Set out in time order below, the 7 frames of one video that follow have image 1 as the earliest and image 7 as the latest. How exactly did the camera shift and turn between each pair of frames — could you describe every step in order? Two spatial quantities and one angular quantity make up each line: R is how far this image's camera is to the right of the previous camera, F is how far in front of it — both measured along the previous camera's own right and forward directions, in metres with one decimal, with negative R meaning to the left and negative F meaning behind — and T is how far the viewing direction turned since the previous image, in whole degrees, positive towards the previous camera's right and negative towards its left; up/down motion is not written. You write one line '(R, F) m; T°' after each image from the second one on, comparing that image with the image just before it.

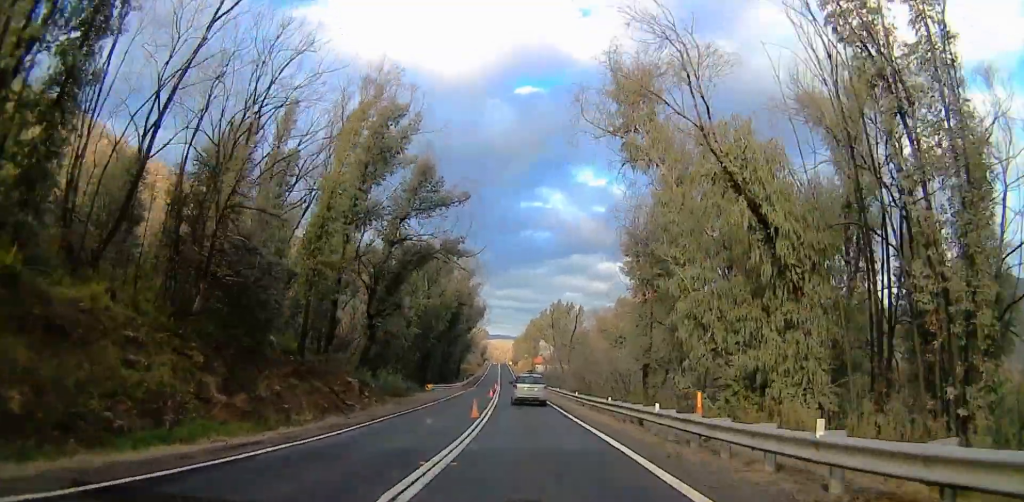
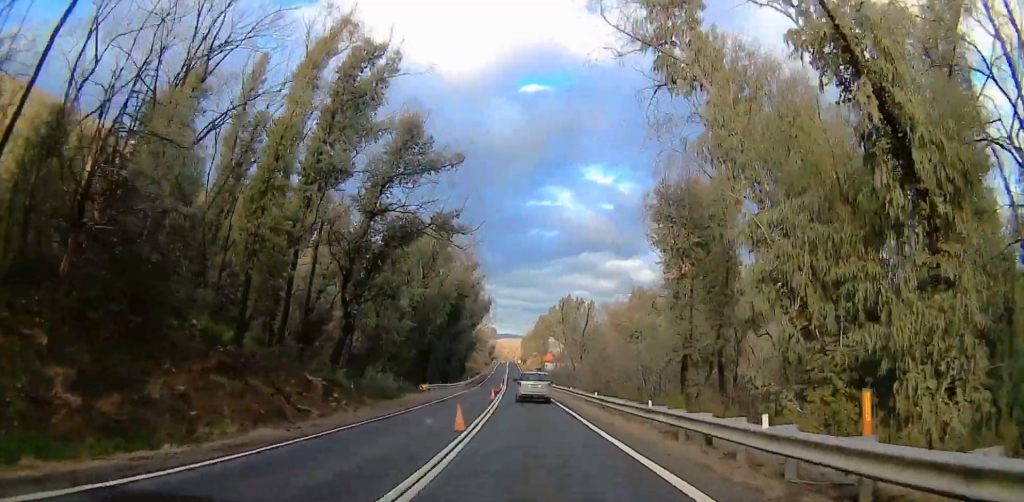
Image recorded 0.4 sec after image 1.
(0.0, +7.1) m; 0°
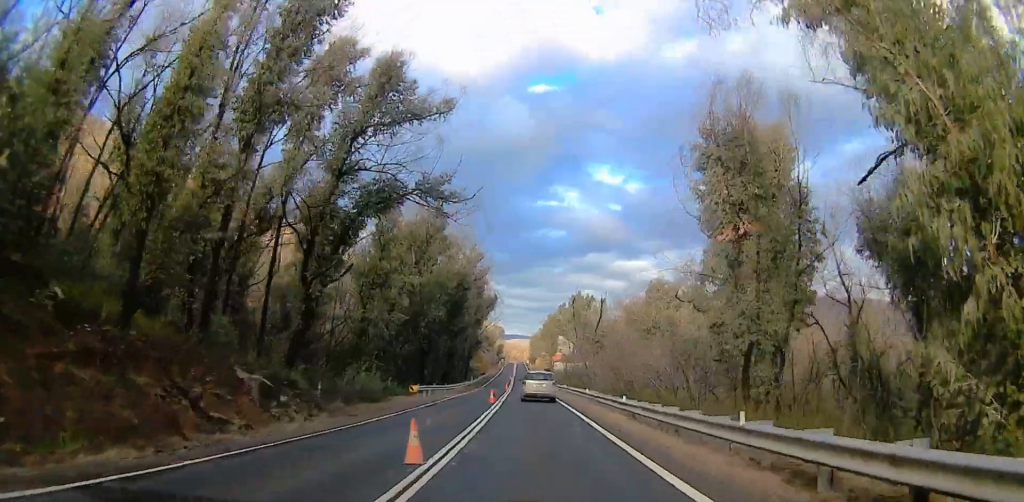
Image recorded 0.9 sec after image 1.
(0.0, +7.1) m; 0°
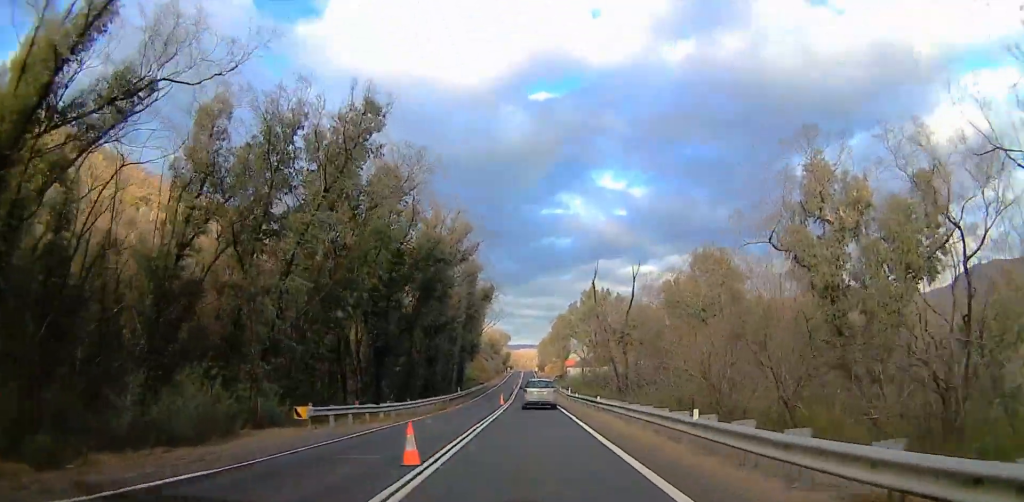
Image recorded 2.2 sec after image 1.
(0.0, +21.6) m; 0°
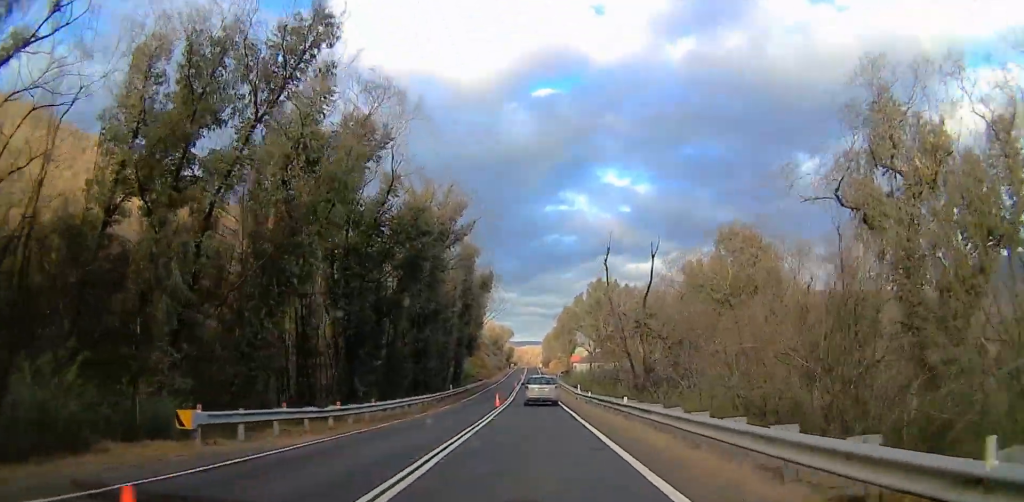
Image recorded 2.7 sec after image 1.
(0.0, +7.9) m; 0°
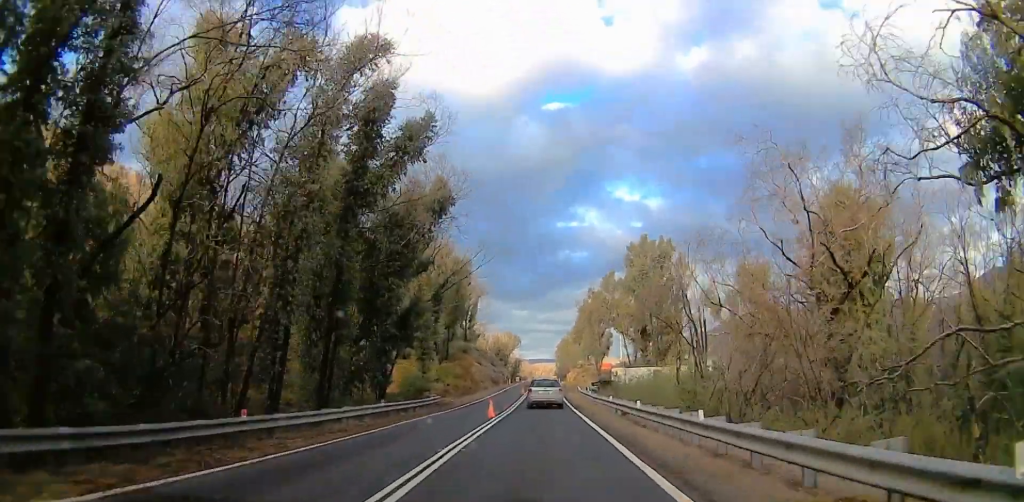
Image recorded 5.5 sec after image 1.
(-1.5, +47.3) m; -2°
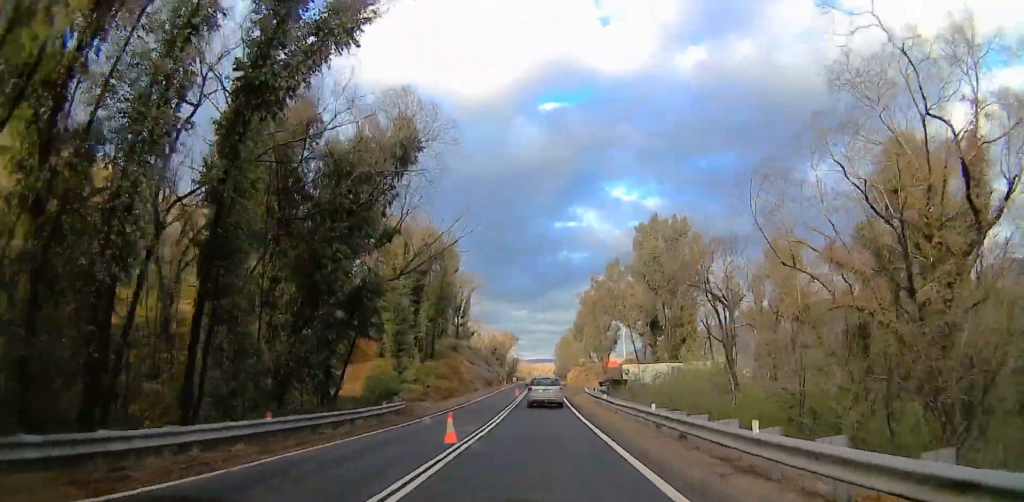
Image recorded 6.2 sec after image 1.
(+0.4, +10.8) m; +1°
